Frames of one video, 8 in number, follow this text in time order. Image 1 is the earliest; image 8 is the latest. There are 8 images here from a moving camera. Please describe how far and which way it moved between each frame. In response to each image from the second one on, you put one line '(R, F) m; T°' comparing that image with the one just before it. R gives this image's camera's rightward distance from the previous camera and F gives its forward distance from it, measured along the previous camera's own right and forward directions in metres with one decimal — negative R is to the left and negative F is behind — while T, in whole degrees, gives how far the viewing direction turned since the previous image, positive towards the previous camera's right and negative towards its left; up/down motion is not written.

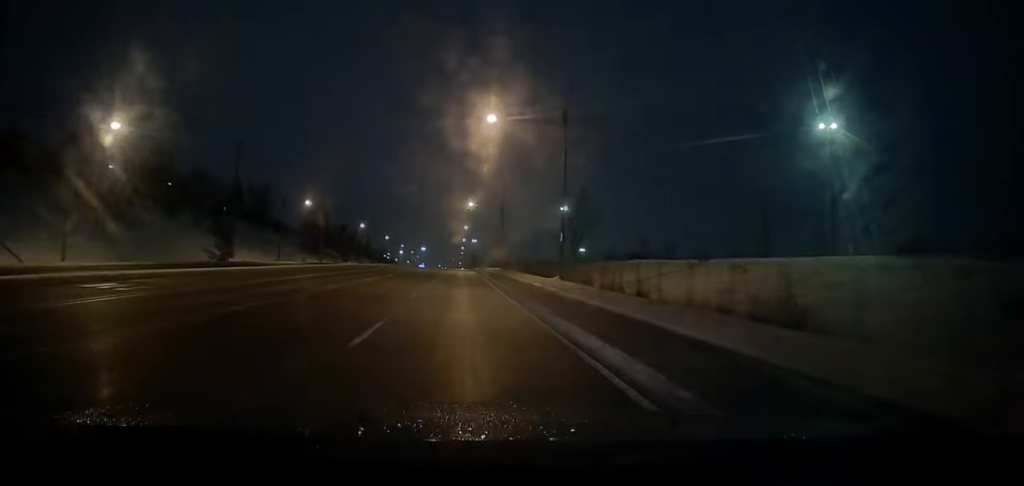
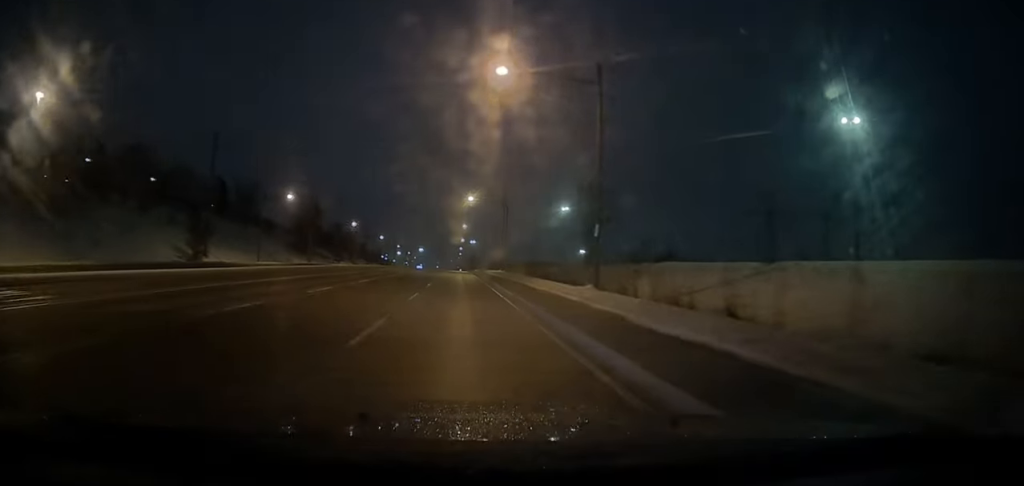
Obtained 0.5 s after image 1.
(0.0, +8.9) m; 0°
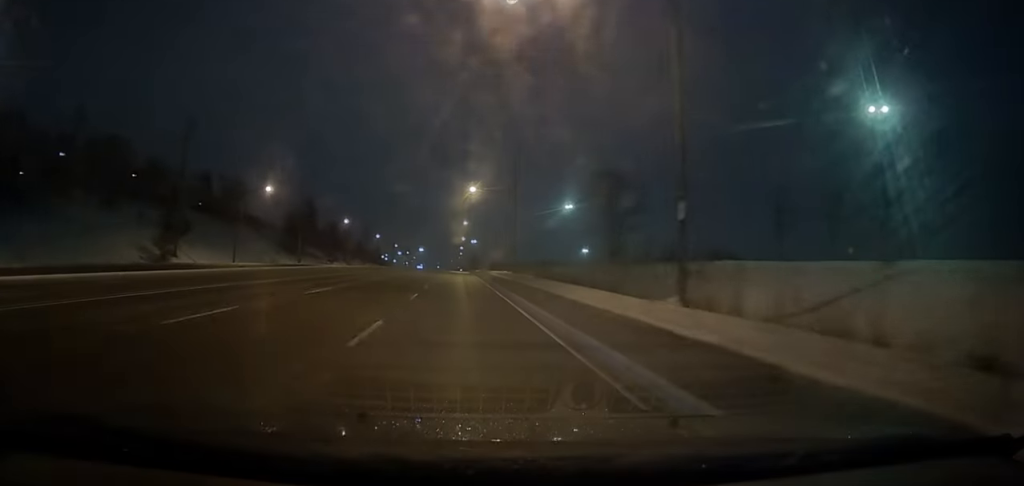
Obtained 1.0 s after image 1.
(0.0, +9.3) m; 0°
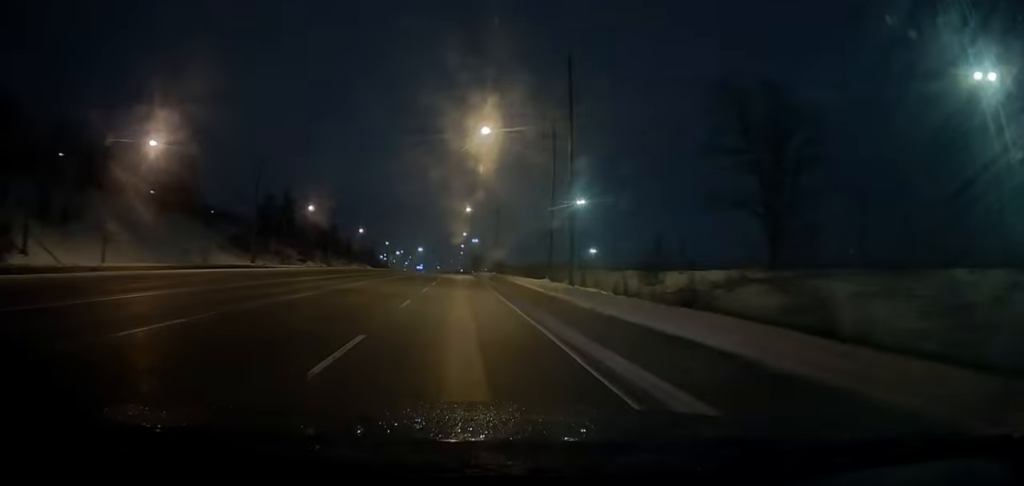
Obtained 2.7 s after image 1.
(-0.1, +29.0) m; -2°
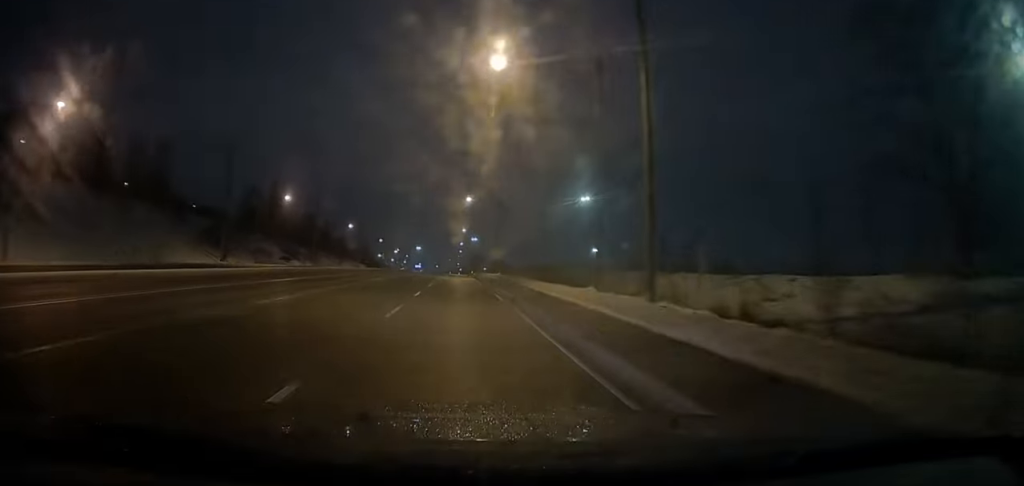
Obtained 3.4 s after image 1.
(-0.3, +12.2) m; 0°
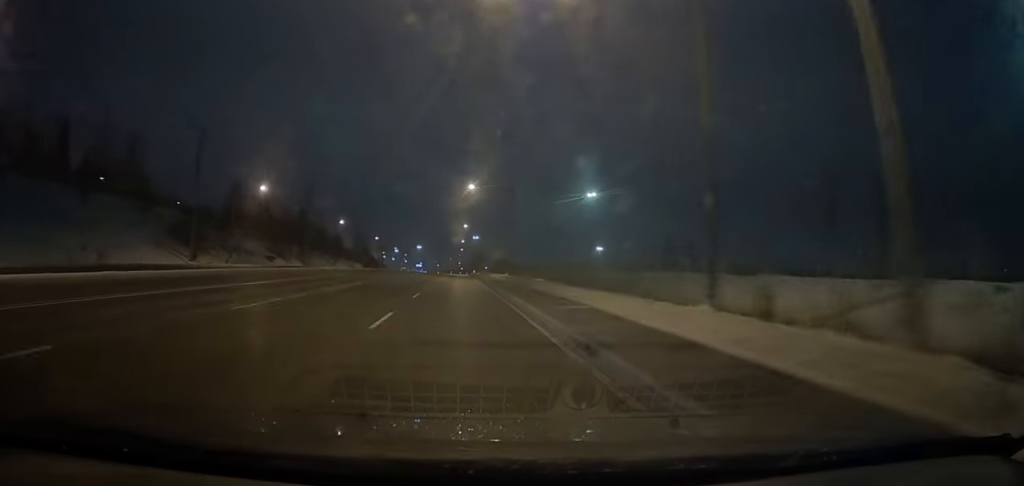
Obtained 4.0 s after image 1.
(0.0, +10.5) m; 0°
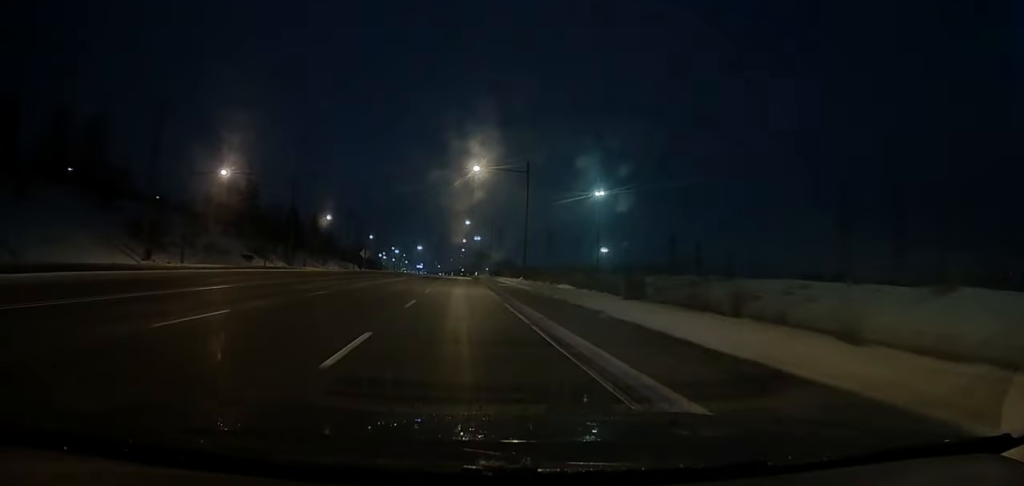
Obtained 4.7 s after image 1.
(+0.1, +12.4) m; +1°
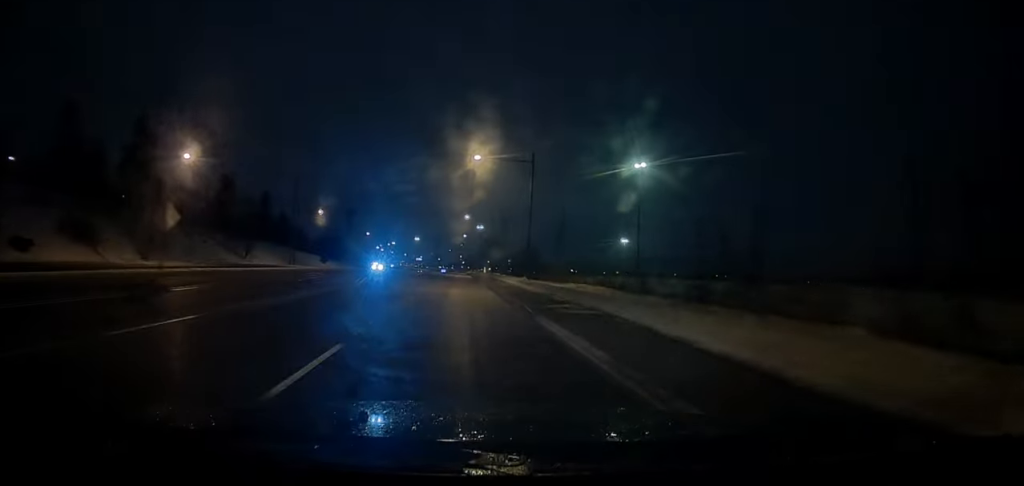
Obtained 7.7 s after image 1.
(+1.0, +55.2) m; +1°
